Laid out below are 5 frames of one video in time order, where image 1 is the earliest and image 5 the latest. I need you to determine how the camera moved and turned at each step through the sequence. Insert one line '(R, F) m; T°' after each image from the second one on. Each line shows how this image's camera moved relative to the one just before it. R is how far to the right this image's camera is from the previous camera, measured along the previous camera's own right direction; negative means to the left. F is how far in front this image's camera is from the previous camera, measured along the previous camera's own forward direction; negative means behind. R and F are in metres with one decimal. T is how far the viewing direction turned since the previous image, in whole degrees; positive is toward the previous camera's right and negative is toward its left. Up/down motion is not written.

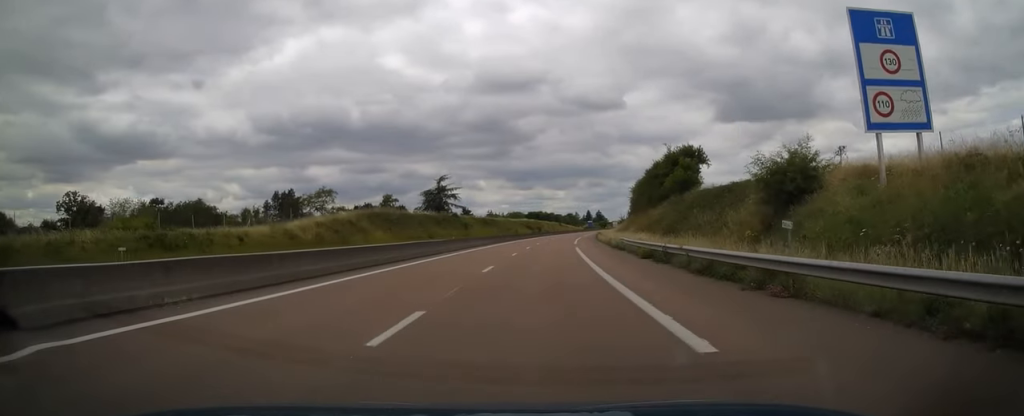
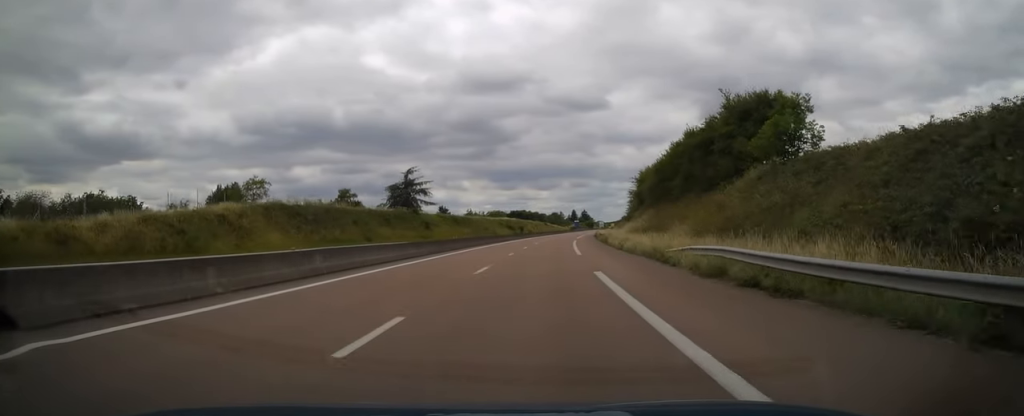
(+0.4, +26.4) m; +1°
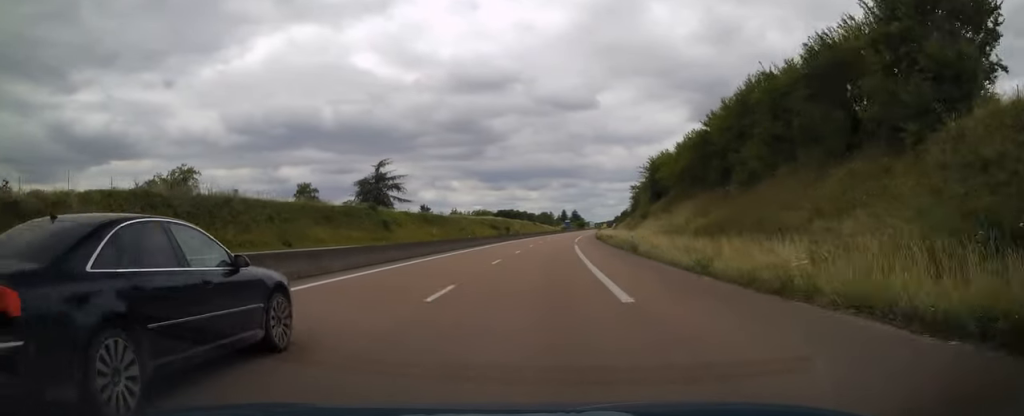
(-0.1, +20.5) m; +1°
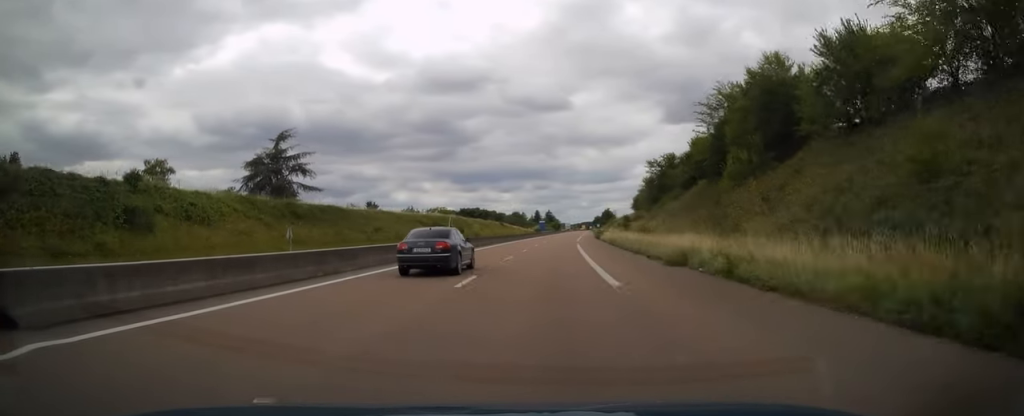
(+2.0, +48.3) m; +3°
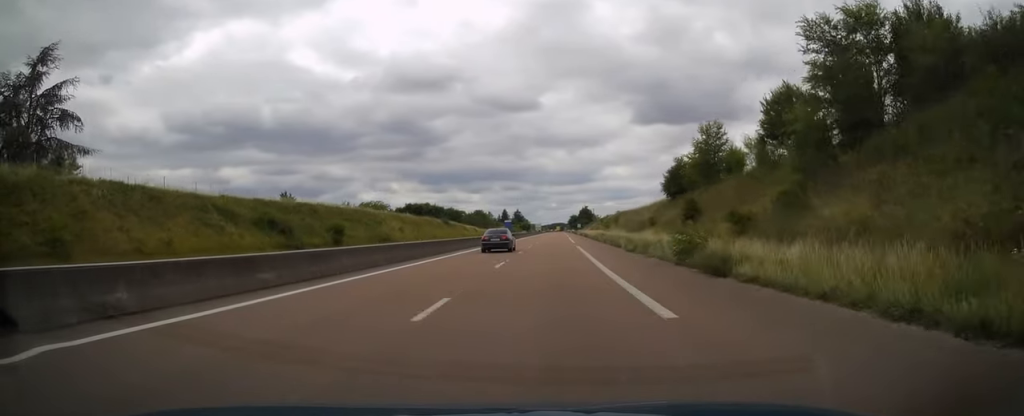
(+0.9, +56.6) m; +3°
